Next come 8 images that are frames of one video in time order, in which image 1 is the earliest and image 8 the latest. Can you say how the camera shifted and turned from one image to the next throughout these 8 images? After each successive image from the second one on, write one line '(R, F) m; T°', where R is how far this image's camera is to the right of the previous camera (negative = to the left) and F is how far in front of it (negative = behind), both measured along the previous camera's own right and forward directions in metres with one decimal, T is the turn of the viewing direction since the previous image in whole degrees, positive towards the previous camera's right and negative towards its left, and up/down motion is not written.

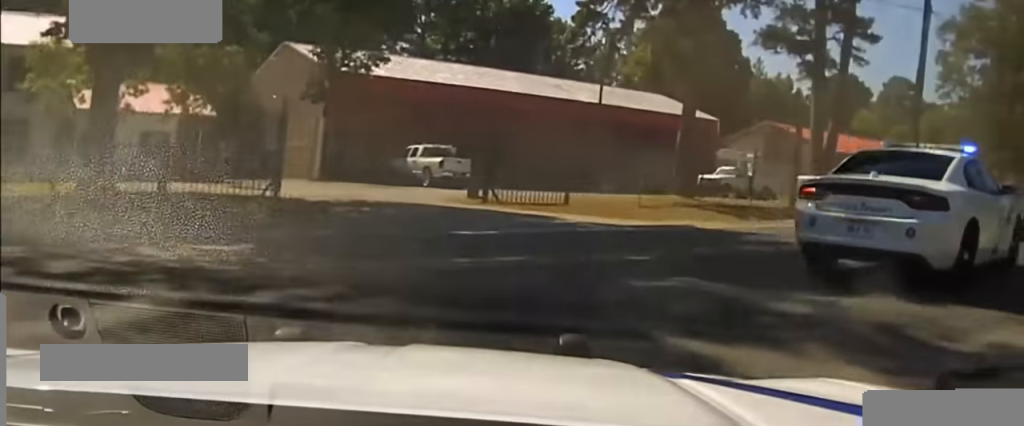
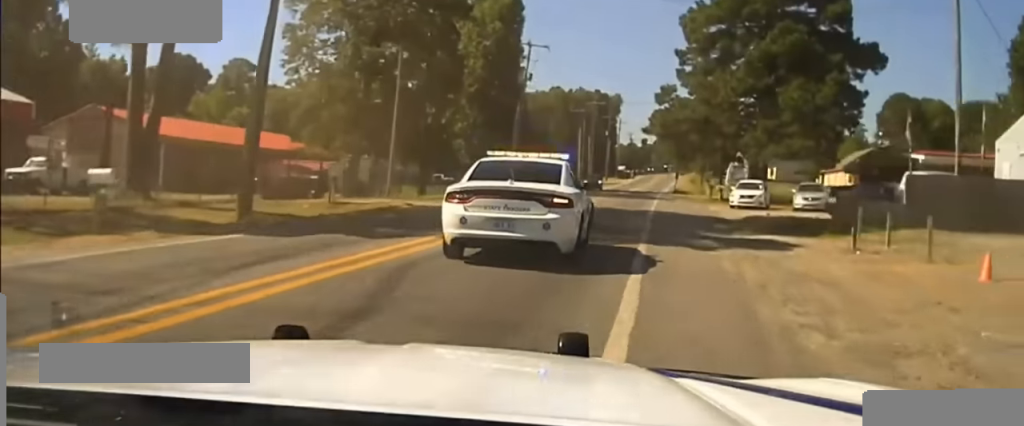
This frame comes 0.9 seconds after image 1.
(+1.3, +4.8) m; +26°
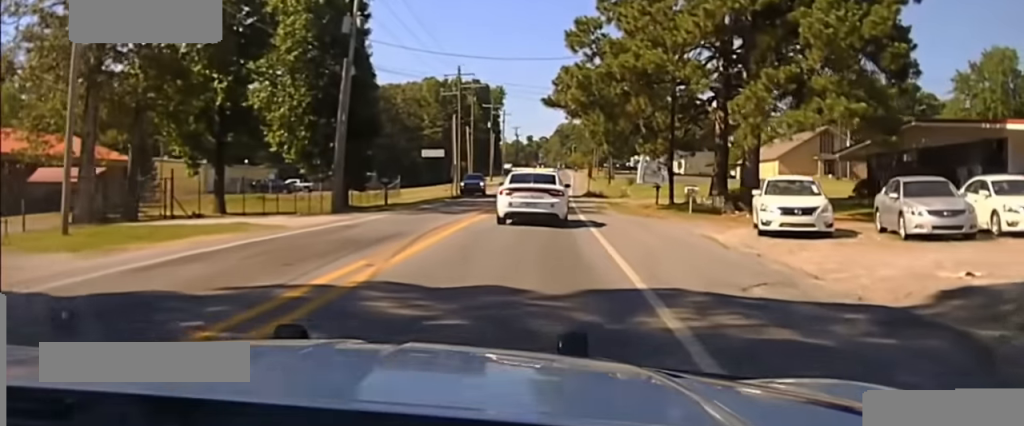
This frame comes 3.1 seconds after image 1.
(+4.0, +10.3) m; +31°
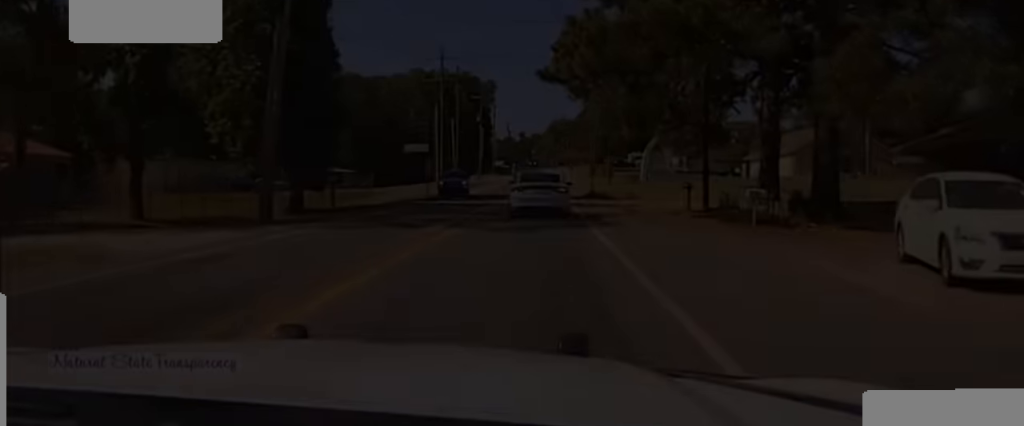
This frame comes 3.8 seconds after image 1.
(0.0, +4.9) m; 0°
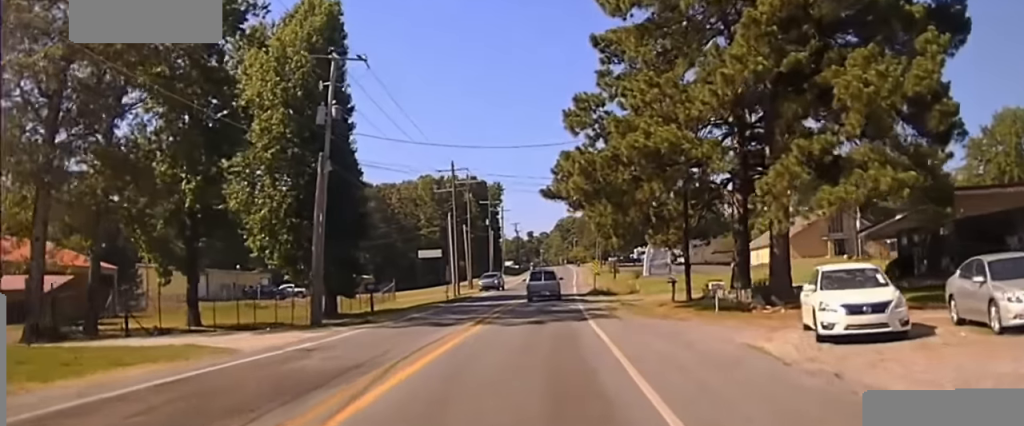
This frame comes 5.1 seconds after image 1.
(-0.1, +12.5) m; -1°
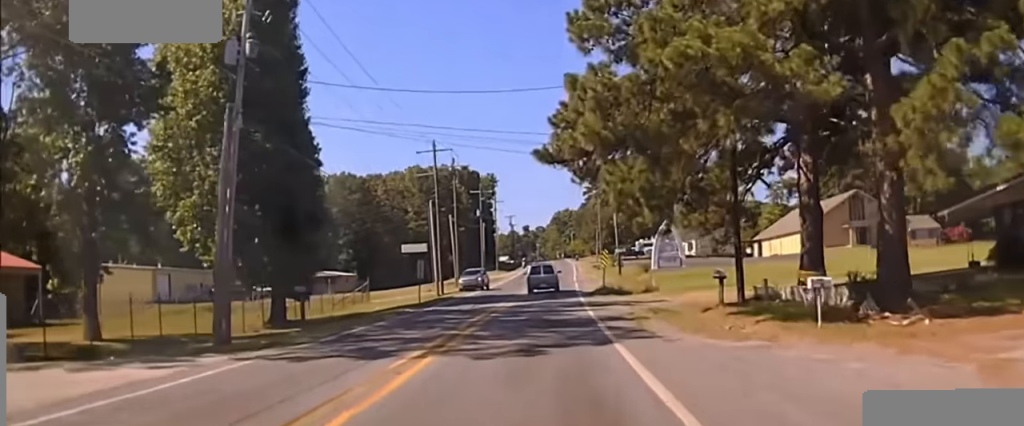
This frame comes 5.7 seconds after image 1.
(0.0, +7.6) m; 0°
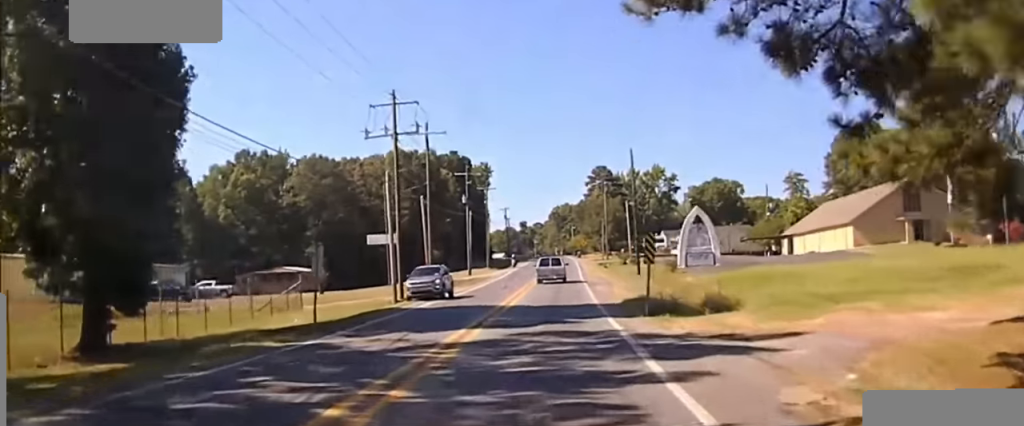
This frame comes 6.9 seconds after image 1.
(0.0, +16.3) m; 0°
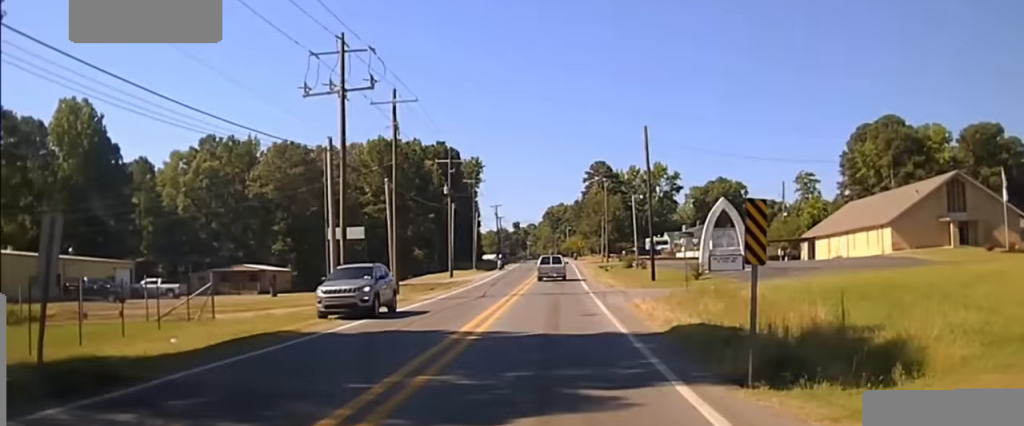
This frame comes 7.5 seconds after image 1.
(0.0, +9.3) m; +1°
